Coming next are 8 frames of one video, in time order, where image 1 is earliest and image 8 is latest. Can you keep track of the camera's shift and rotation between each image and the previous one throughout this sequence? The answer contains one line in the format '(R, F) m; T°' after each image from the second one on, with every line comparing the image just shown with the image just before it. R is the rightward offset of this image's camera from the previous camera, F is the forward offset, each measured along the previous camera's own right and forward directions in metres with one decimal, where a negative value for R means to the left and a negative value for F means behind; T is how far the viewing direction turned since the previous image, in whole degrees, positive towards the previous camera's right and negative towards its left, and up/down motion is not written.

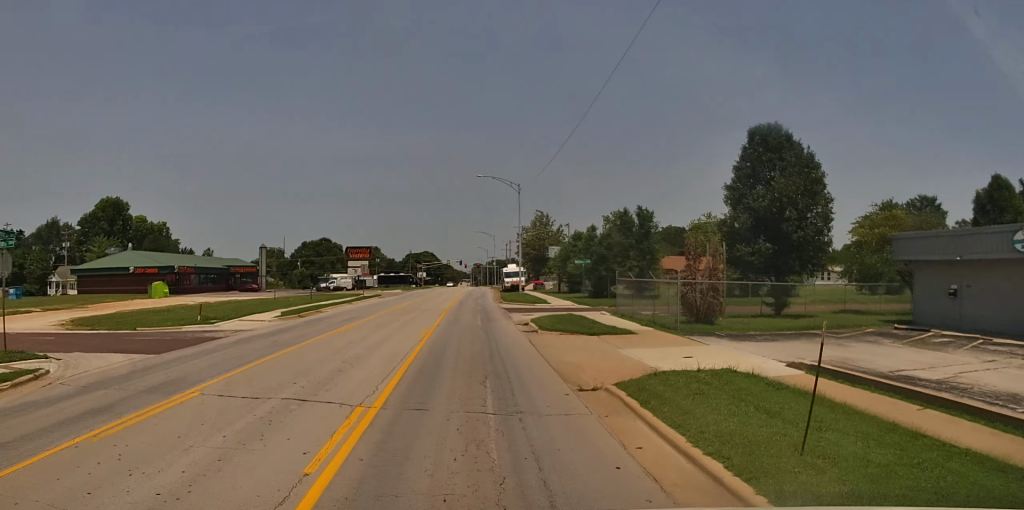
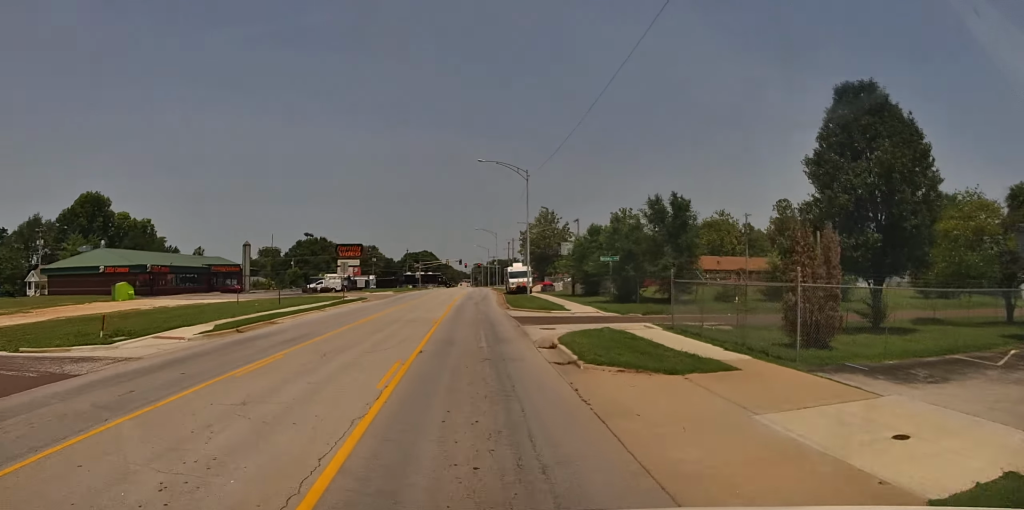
(-0.1, +8.7) m; -1°
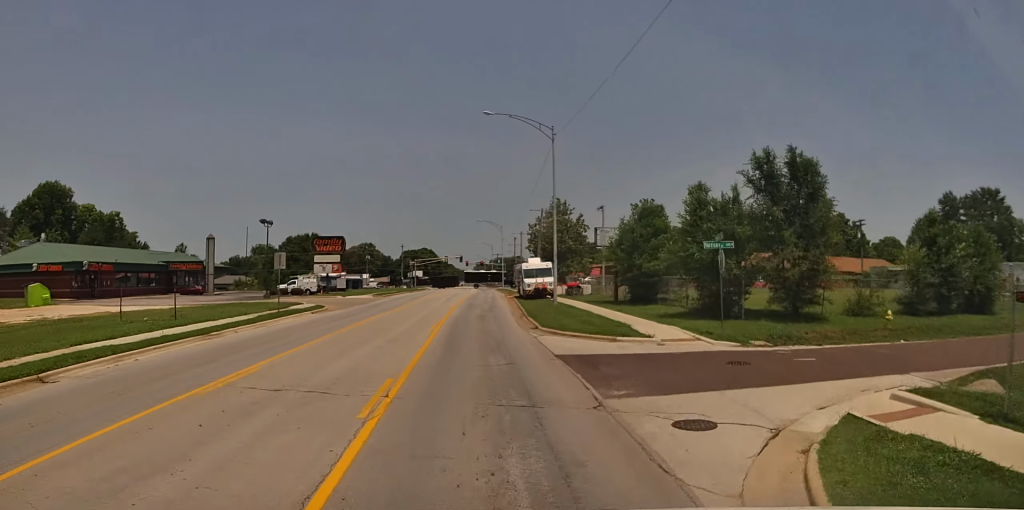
(0.0, +16.1) m; 0°
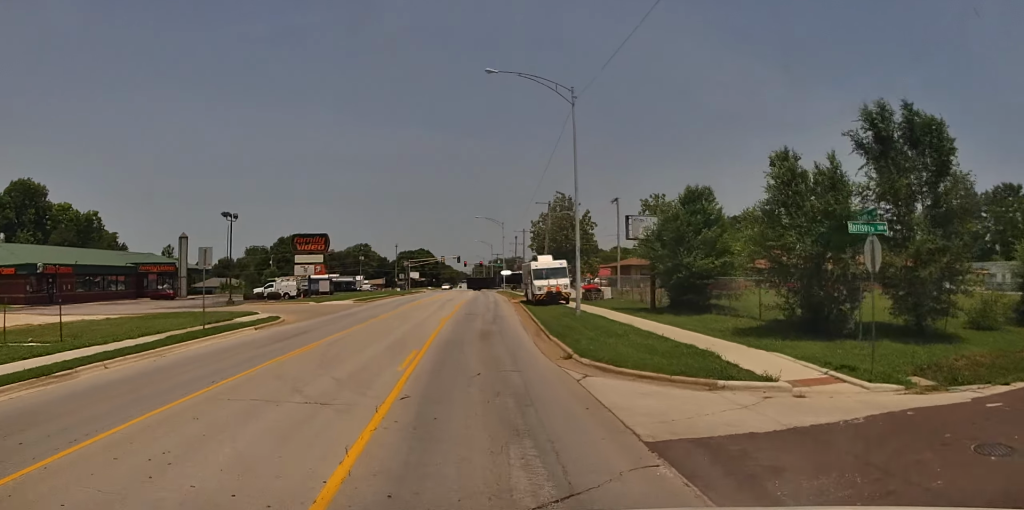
(0.0, +8.7) m; 0°
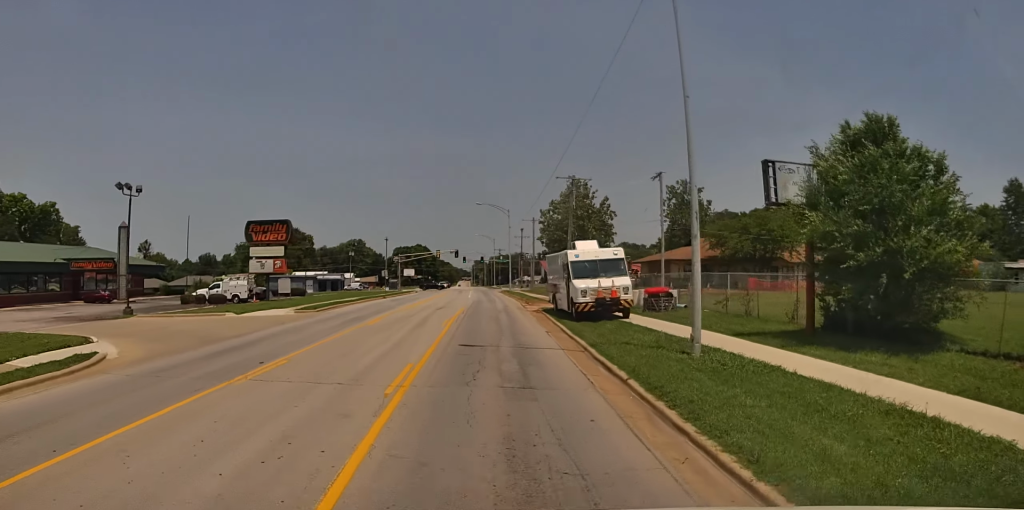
(0.0, +15.9) m; 0°
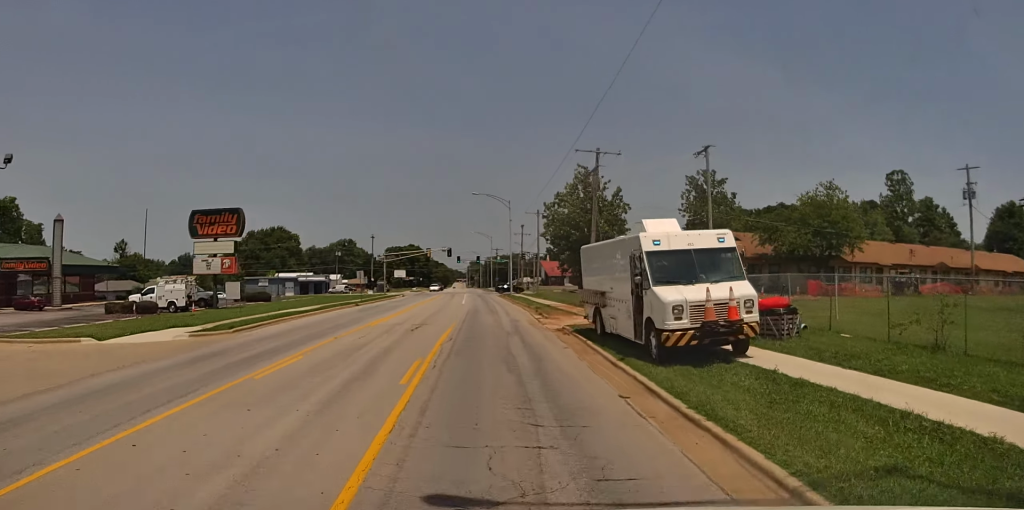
(0.0, +12.0) m; +1°
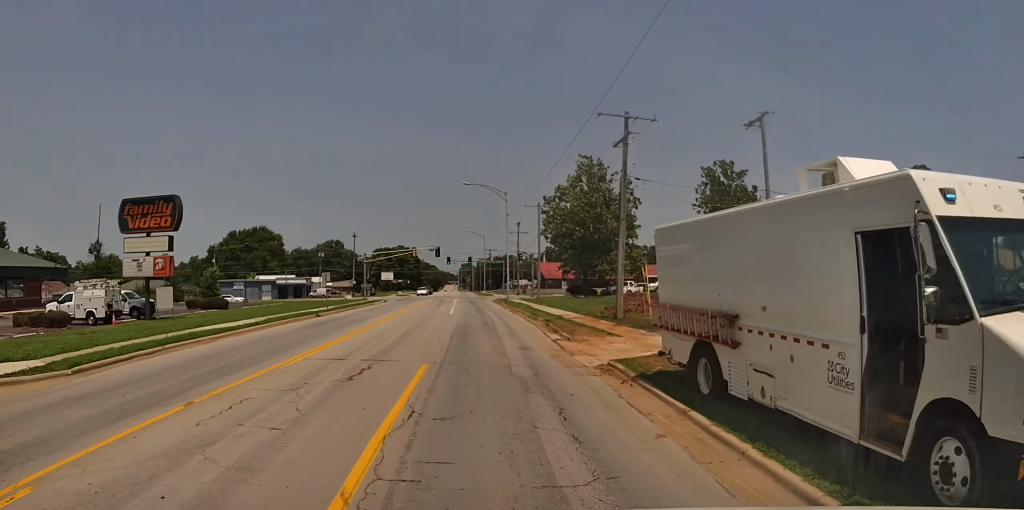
(+0.1, +9.6) m; +1°
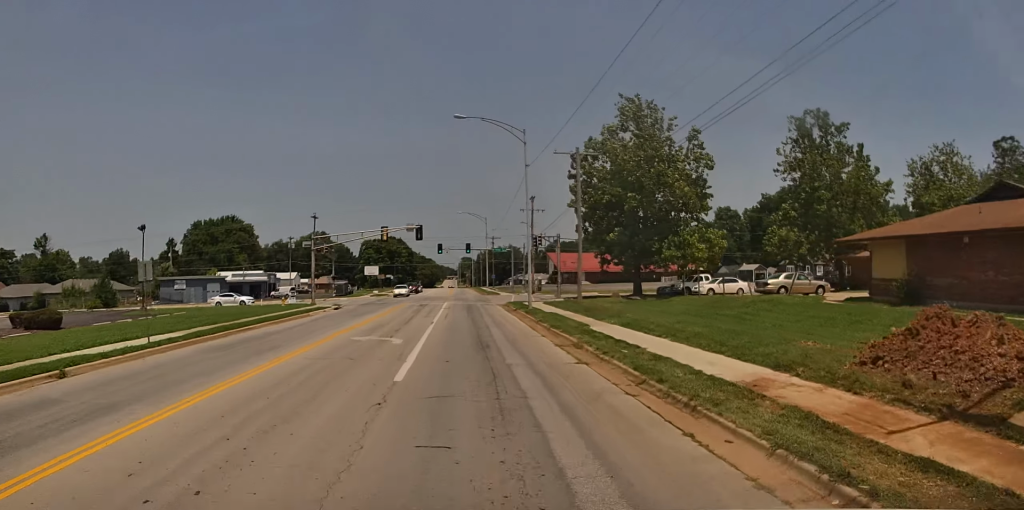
(0.0, +24.2) m; -1°
